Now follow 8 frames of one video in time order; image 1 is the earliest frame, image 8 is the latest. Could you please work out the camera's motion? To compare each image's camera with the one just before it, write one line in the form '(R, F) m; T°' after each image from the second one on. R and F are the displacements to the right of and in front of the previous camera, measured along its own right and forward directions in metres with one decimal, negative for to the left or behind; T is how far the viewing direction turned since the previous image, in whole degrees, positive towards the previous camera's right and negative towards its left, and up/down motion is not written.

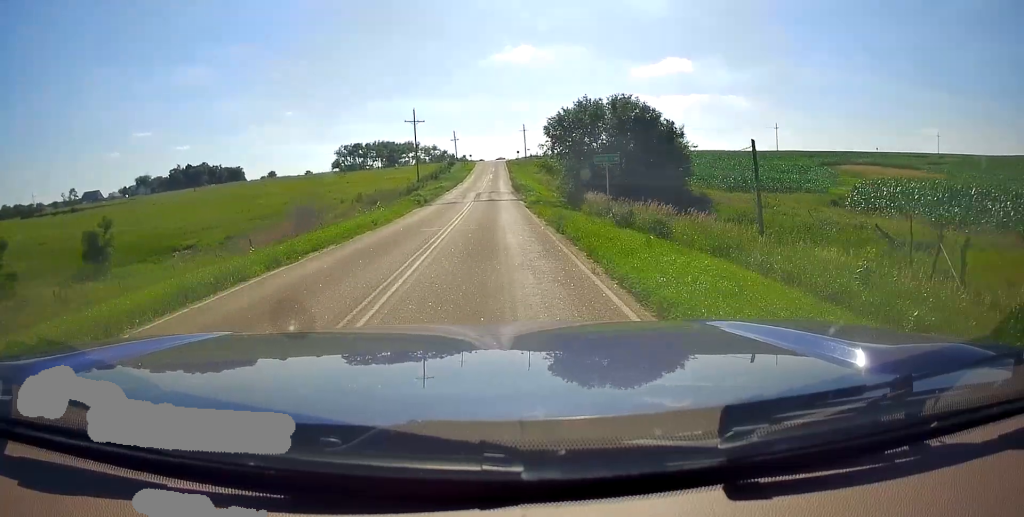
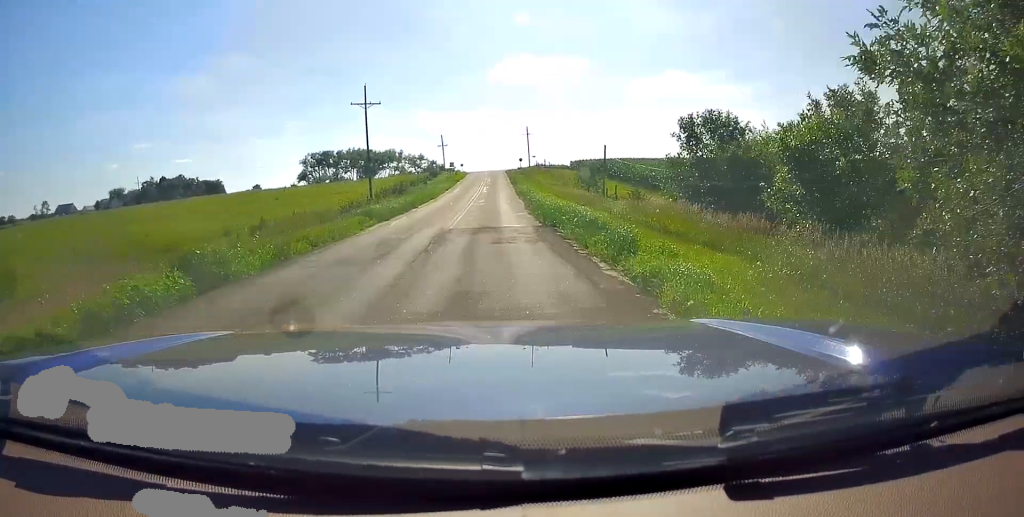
(0.0, +34.0) m; 0°
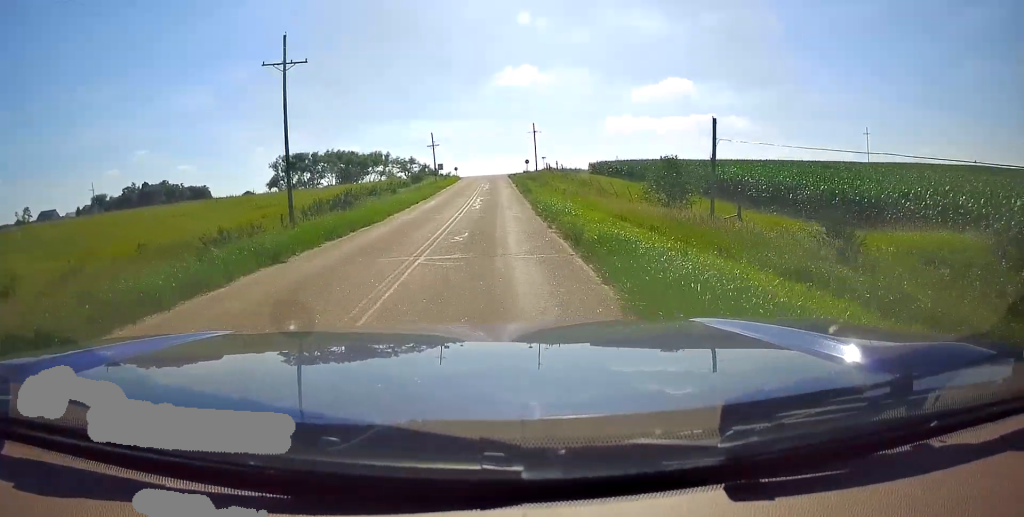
(0.0, +23.8) m; 0°
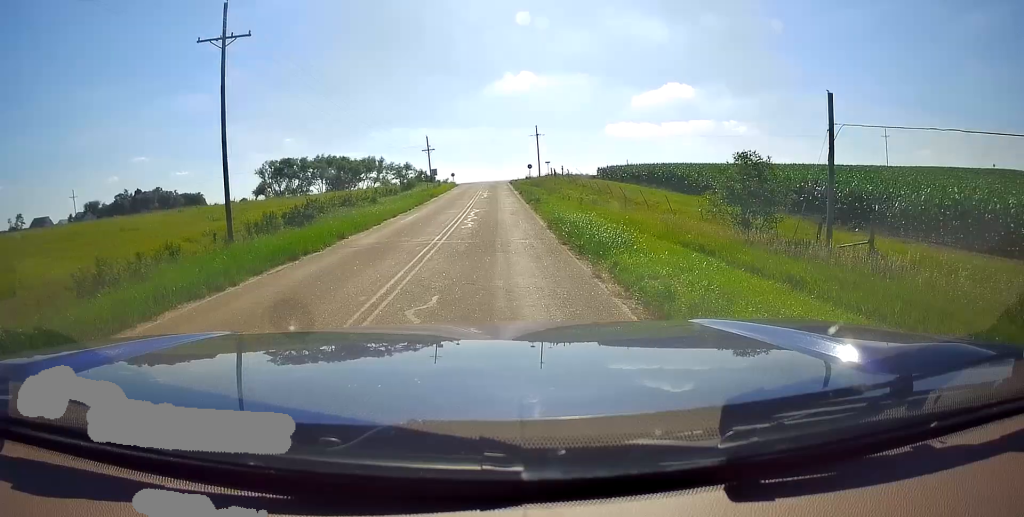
(0.0, +8.7) m; 0°
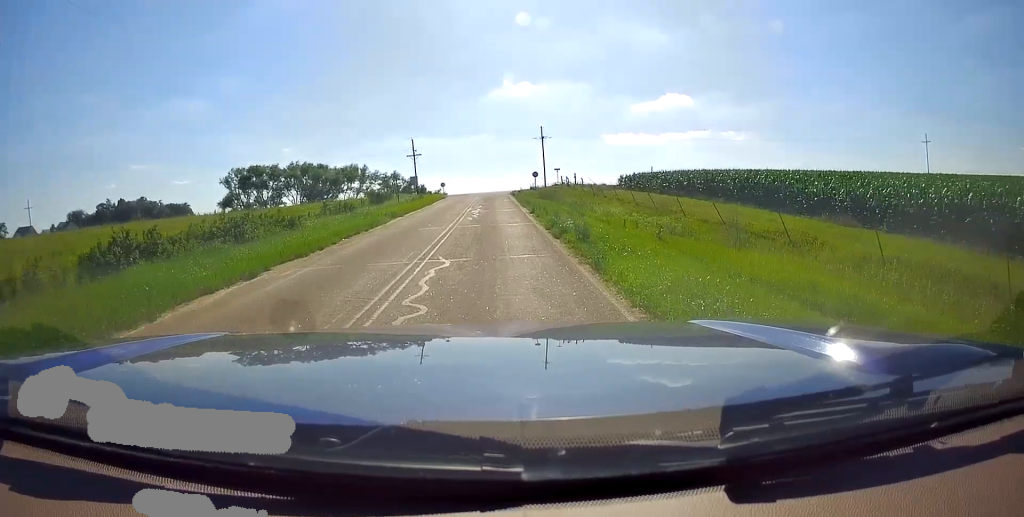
(0.0, +17.4) m; 0°
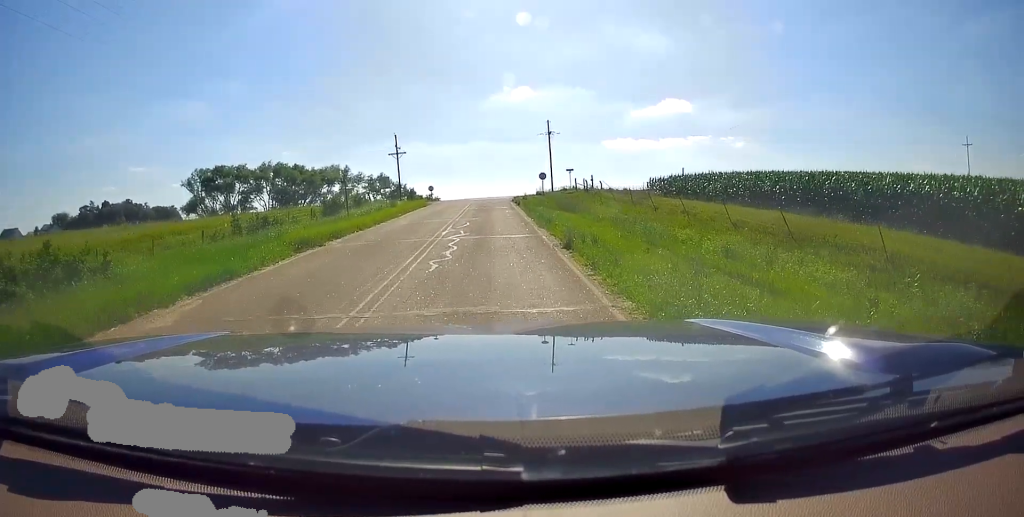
(0.0, +15.1) m; +1°
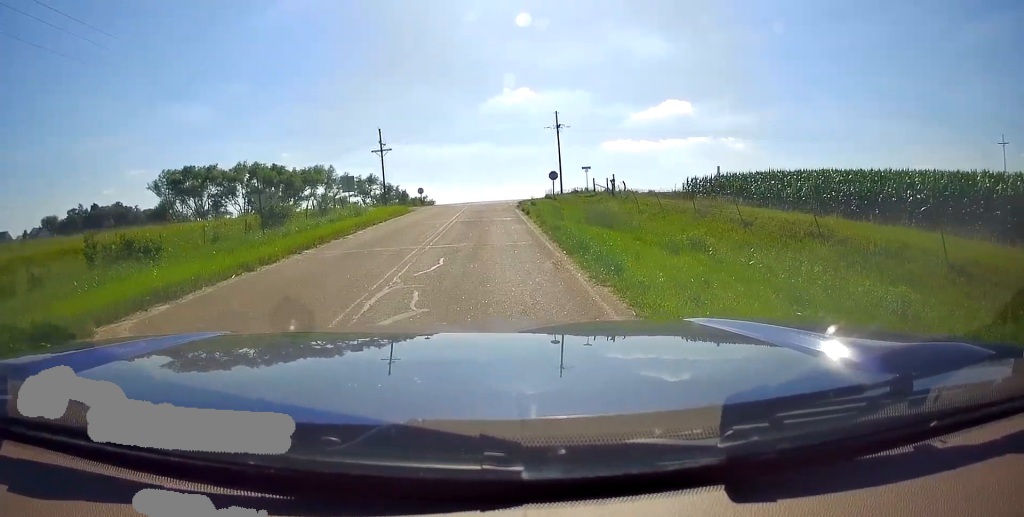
(0.0, +11.9) m; +1°
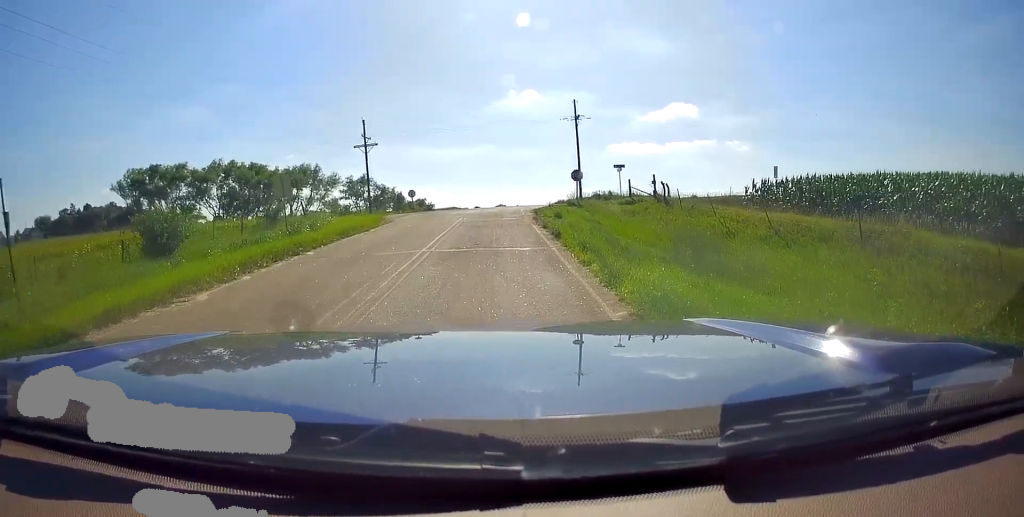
(+0.4, +12.9) m; 0°
